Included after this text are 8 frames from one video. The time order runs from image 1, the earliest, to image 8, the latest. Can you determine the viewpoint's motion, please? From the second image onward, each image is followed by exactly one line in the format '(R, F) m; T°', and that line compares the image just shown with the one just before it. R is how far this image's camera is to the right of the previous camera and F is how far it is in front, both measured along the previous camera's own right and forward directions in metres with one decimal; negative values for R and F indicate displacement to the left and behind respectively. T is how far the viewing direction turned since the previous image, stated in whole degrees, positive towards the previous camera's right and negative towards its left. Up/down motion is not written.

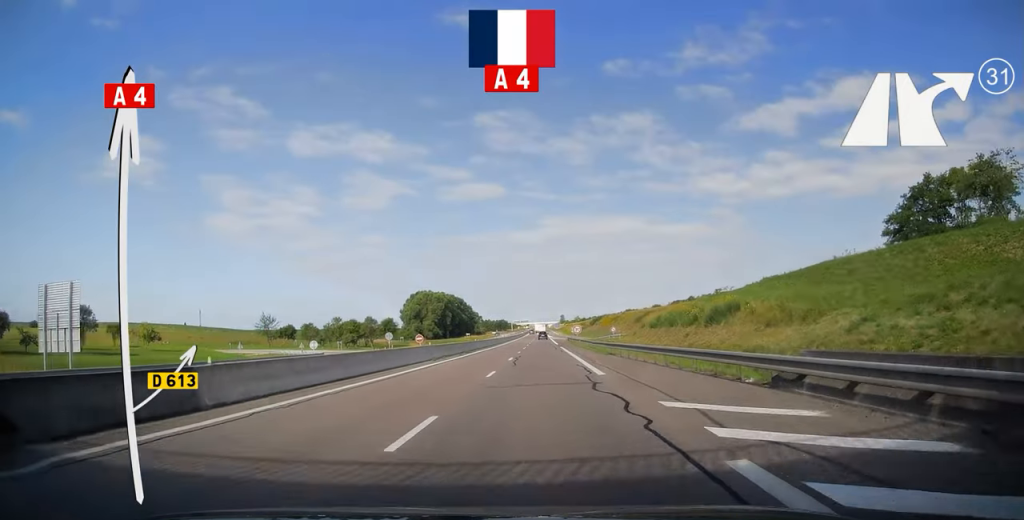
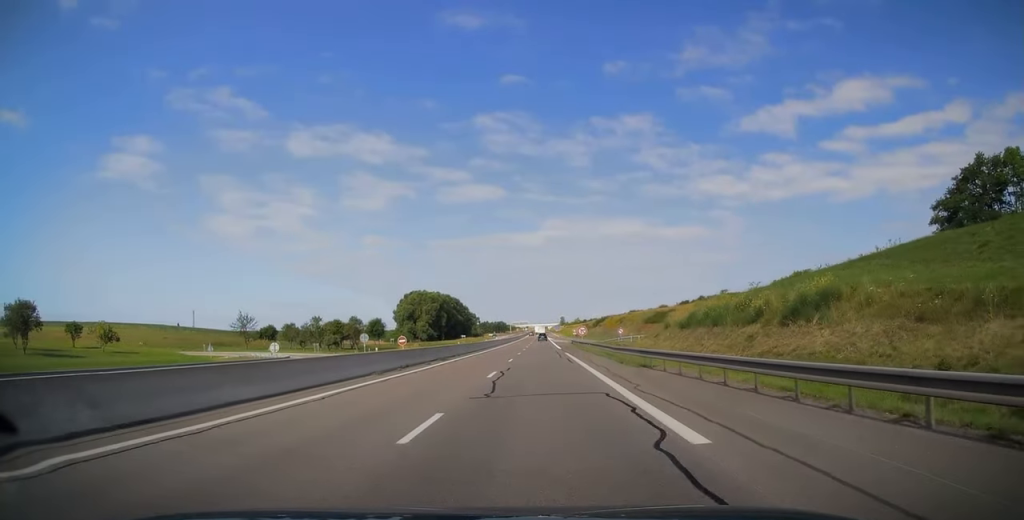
(-0.1, +11.8) m; 0°
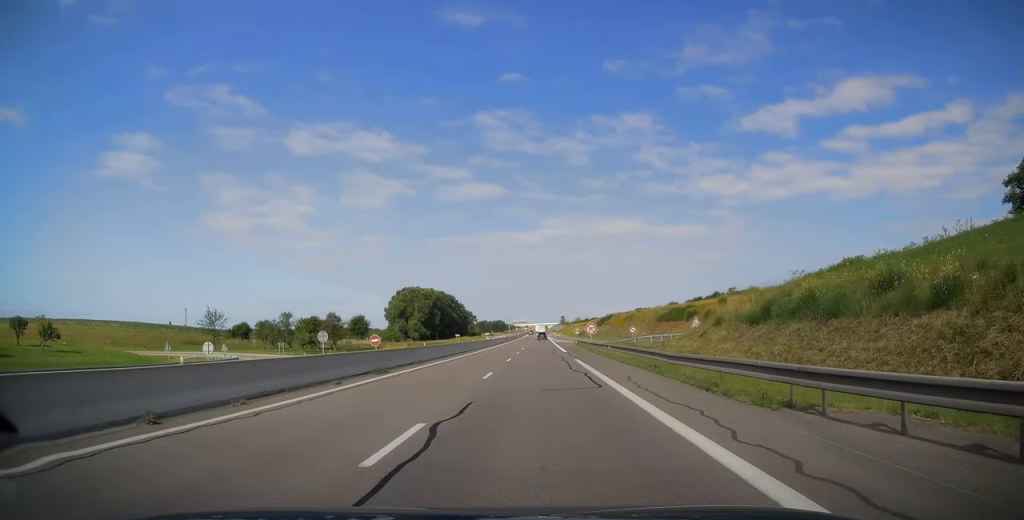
(-0.2, +14.2) m; 0°
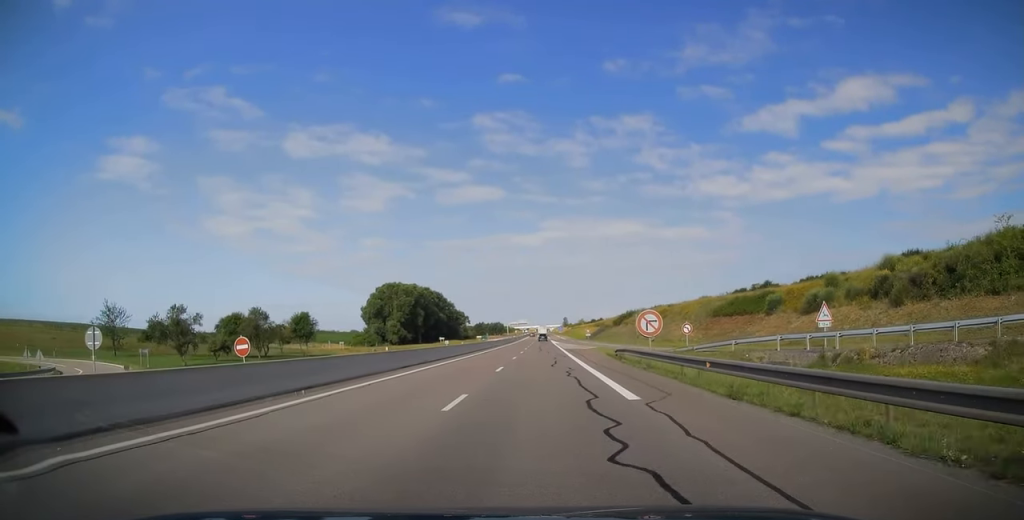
(+0.3, +33.8) m; +1°
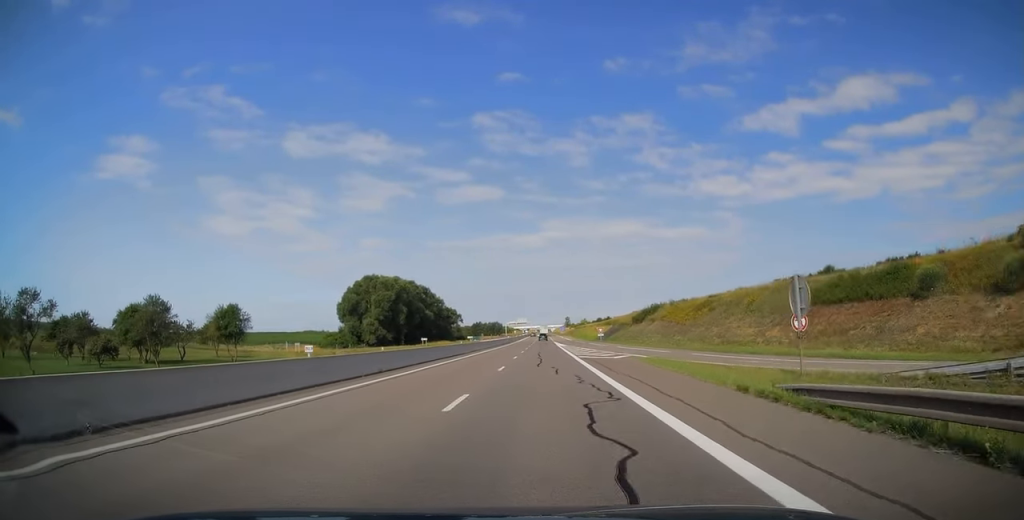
(0.0, +26.0) m; -1°
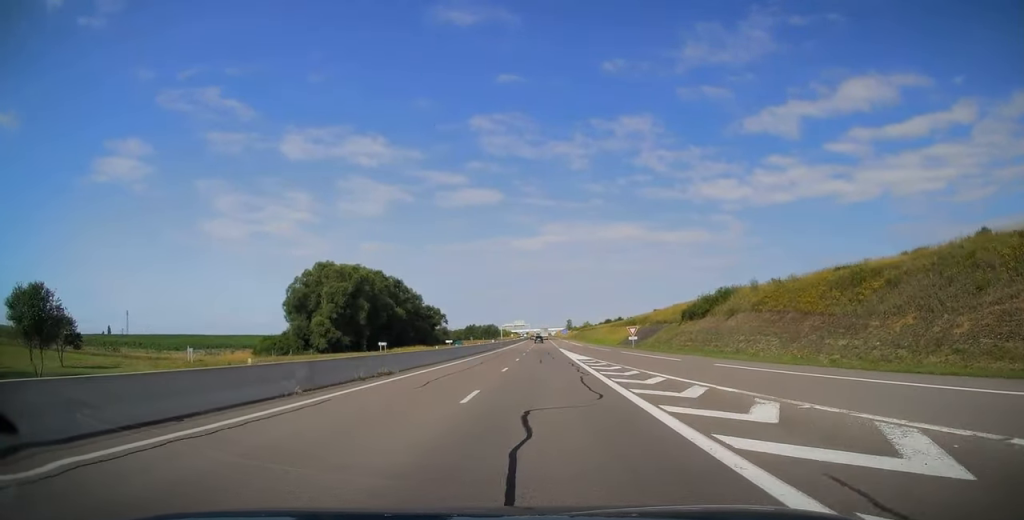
(-0.5, +36.9) m; 0°
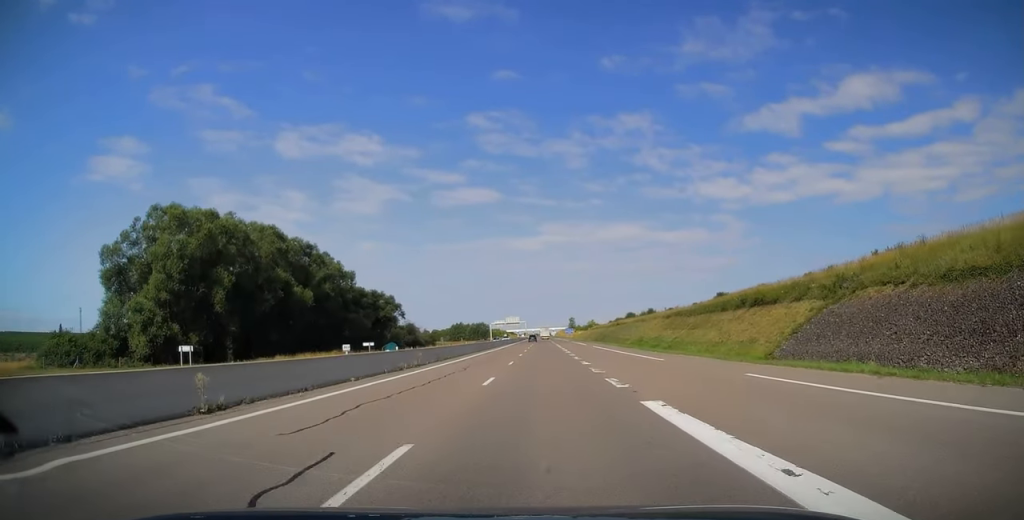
(0.0, +60.1) m; 0°
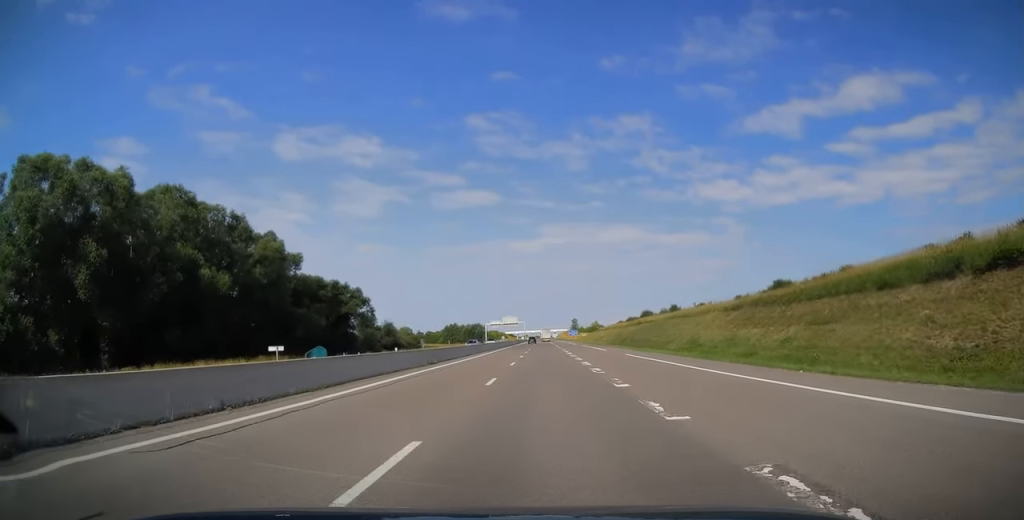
(+0.4, +25.4) m; 0°
